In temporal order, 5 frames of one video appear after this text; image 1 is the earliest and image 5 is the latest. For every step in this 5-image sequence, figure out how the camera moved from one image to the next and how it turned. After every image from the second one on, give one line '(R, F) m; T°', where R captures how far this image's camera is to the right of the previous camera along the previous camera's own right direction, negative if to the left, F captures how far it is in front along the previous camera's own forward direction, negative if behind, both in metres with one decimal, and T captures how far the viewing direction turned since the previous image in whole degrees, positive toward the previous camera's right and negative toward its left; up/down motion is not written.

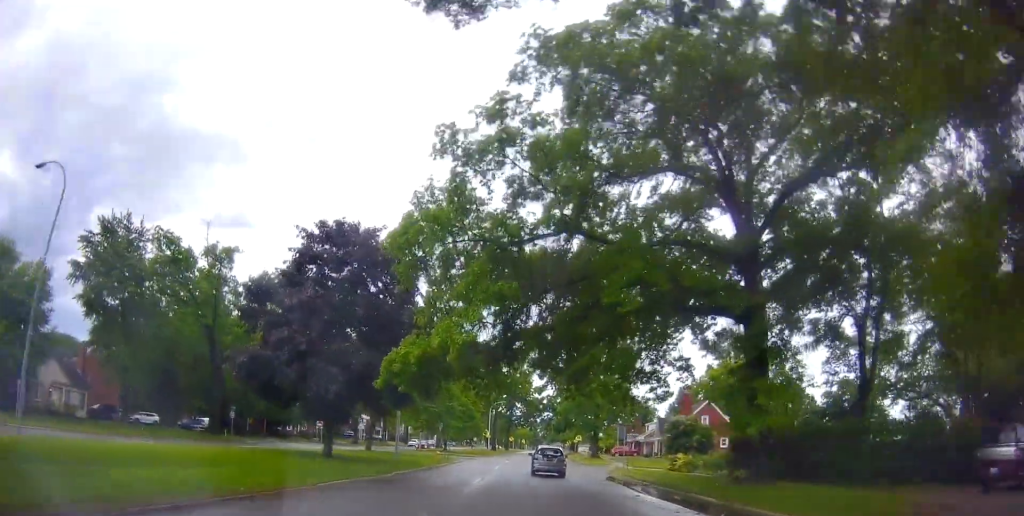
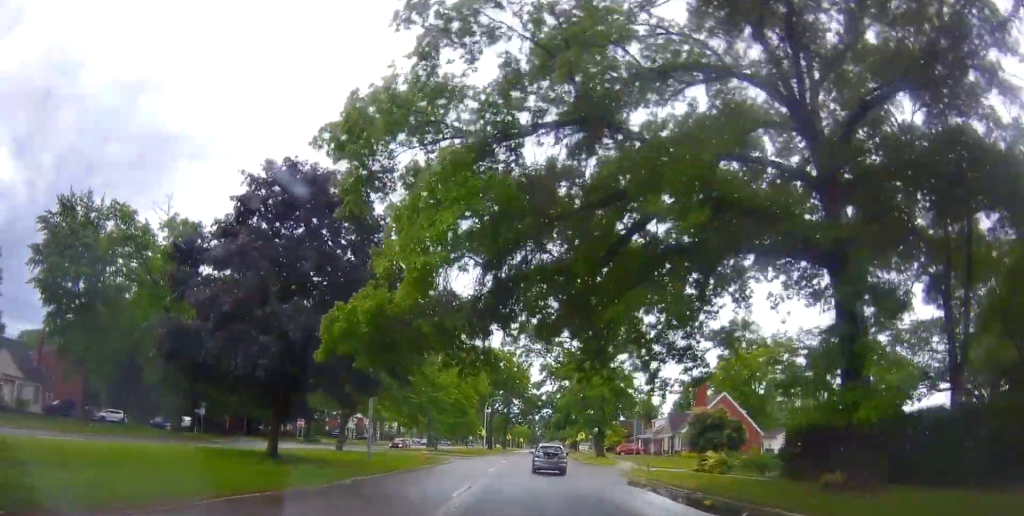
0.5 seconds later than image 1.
(+0.3, +7.3) m; -1°
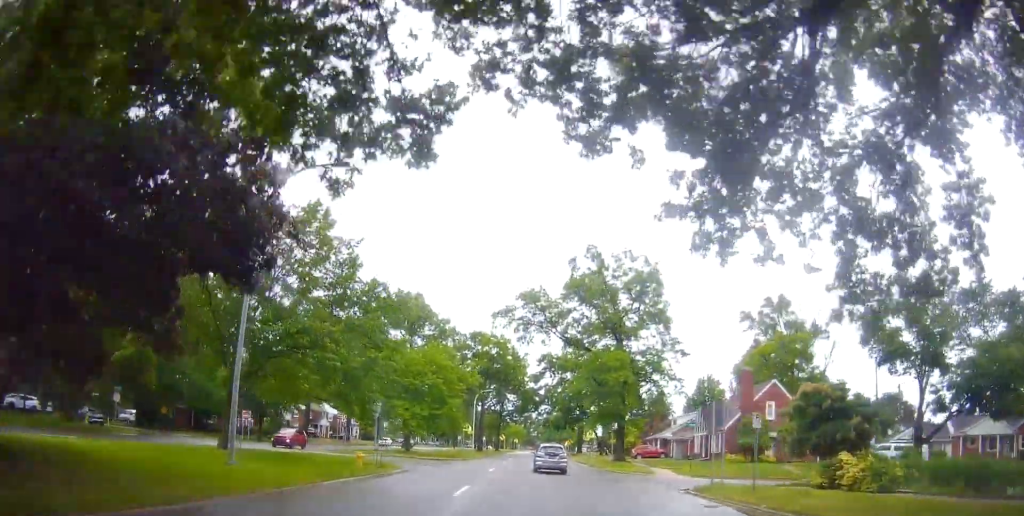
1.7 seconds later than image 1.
(-0.8, +16.4) m; -3°
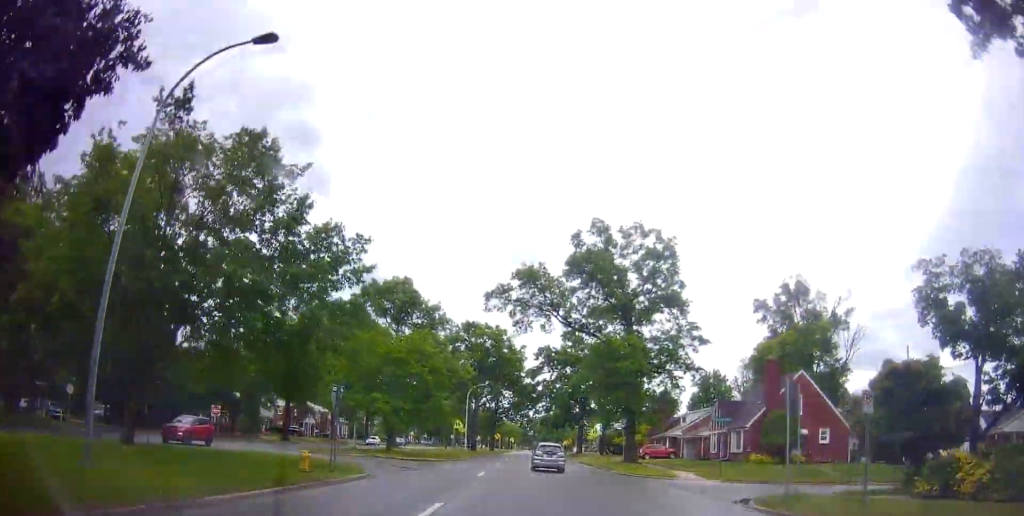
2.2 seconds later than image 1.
(0.0, +6.7) m; 0°
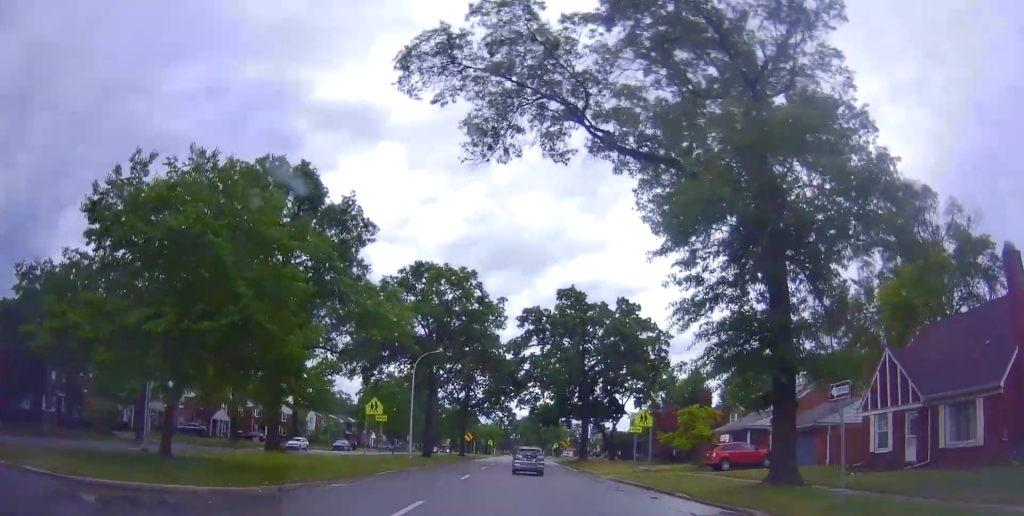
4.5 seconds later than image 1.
(+0.5, +30.6) m; +2°
